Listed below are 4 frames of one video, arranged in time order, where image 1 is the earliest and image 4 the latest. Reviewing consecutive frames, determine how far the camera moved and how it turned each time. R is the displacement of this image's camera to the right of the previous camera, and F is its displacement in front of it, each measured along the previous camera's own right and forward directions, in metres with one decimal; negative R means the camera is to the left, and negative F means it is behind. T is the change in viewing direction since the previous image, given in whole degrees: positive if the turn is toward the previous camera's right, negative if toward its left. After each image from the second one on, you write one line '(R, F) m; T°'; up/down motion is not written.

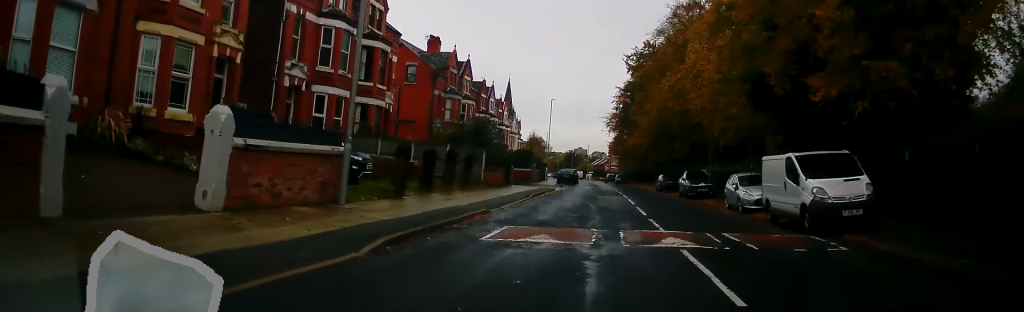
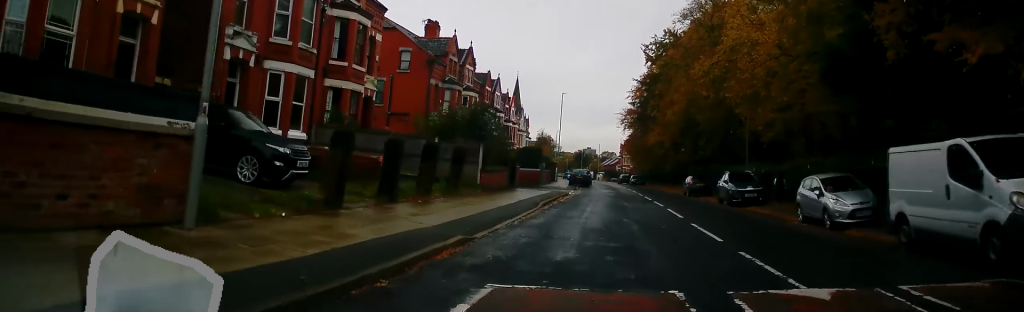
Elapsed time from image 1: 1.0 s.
(+0.1, +6.5) m; +4°
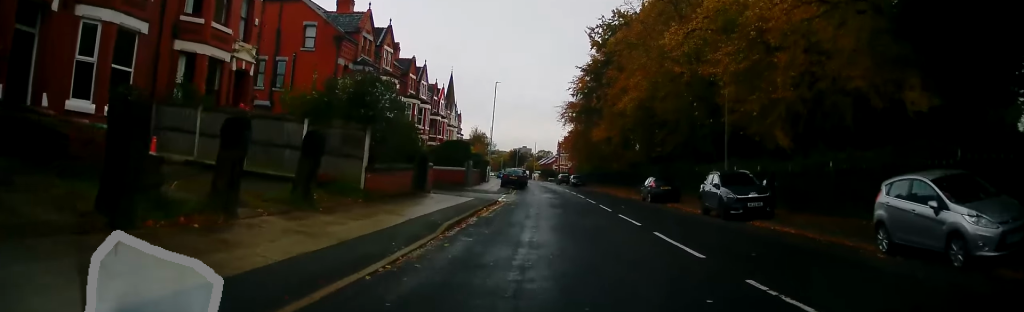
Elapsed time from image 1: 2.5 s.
(+0.2, +8.2) m; -1°
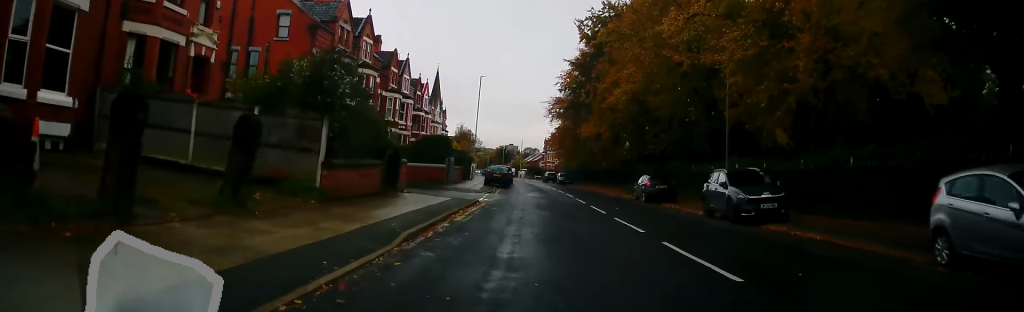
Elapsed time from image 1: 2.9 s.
(-0.2, +2.4) m; 0°
